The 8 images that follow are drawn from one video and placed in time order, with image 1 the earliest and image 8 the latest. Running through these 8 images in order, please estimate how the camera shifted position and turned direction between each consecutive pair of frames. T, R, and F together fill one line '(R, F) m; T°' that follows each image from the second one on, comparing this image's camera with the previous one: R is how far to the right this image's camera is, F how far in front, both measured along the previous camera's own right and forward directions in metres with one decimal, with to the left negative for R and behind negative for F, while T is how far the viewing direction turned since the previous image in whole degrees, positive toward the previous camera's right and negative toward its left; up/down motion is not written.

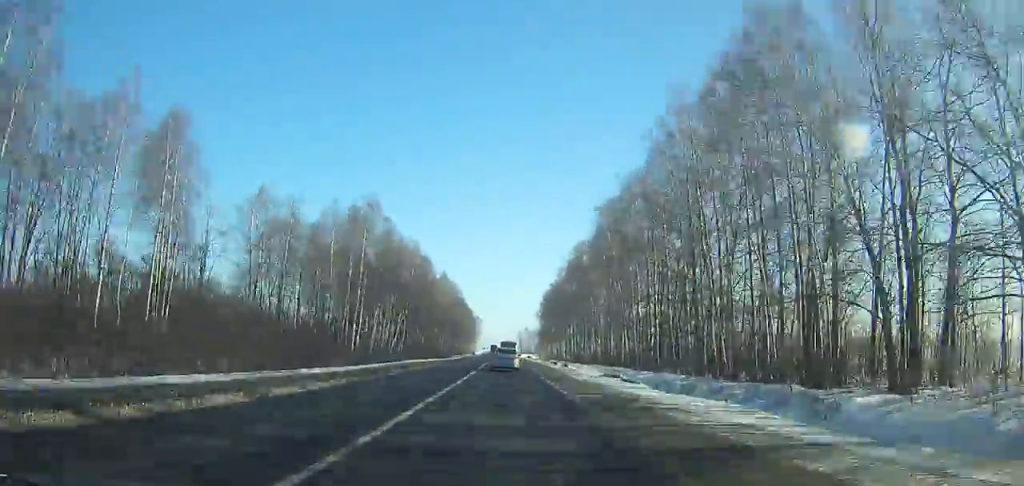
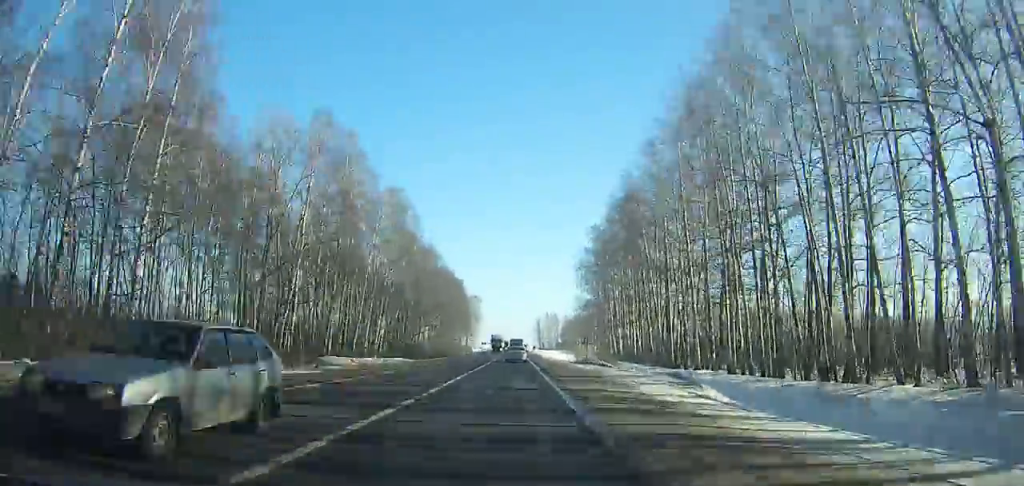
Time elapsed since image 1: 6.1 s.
(-15.6, +123.6) m; -7°
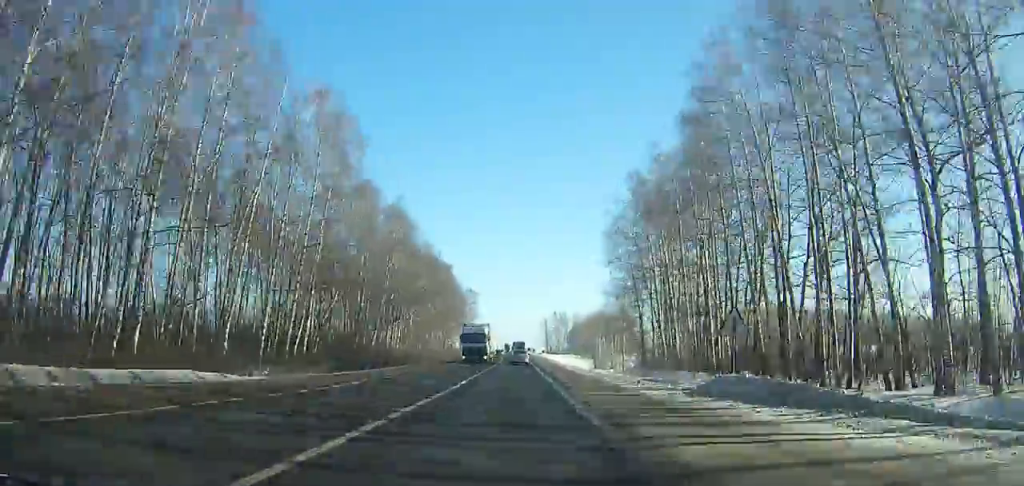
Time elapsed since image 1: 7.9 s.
(+1.1, +39.1) m; +1°
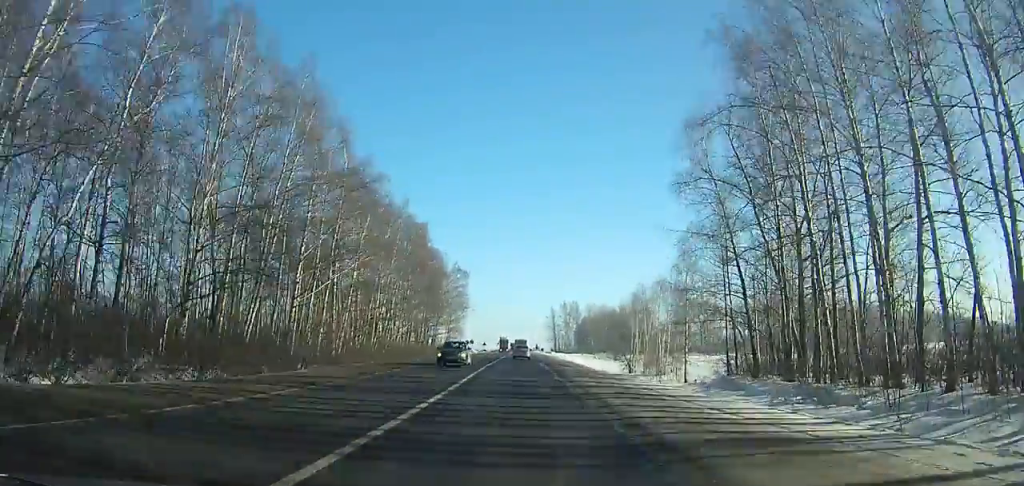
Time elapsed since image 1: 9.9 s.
(-0.1, +44.6) m; 0°
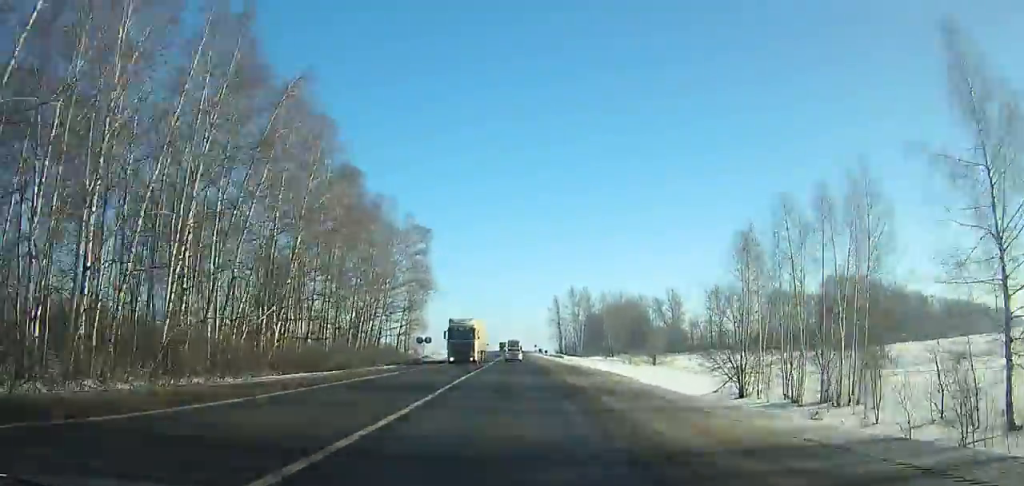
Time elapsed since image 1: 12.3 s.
(0.0, +55.7) m; 0°
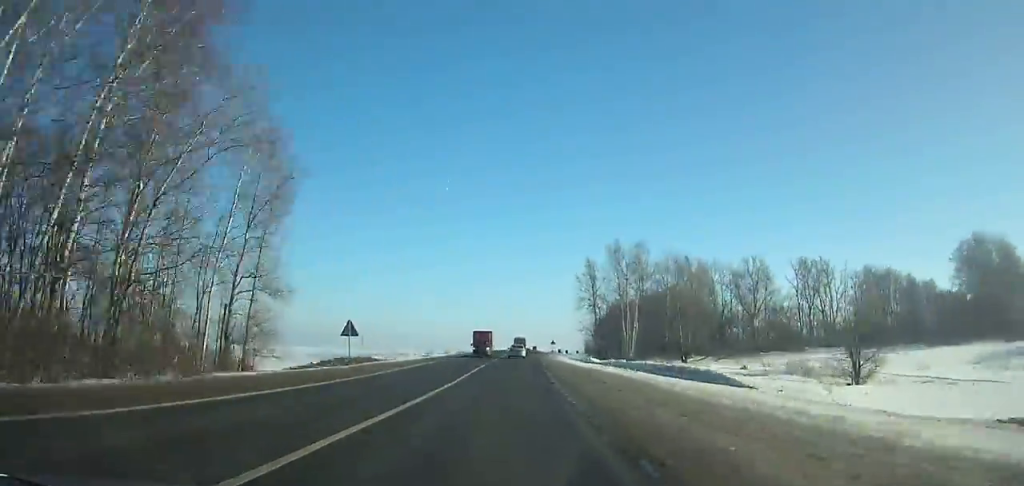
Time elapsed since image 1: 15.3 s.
(0.0, +71.9) m; 0°
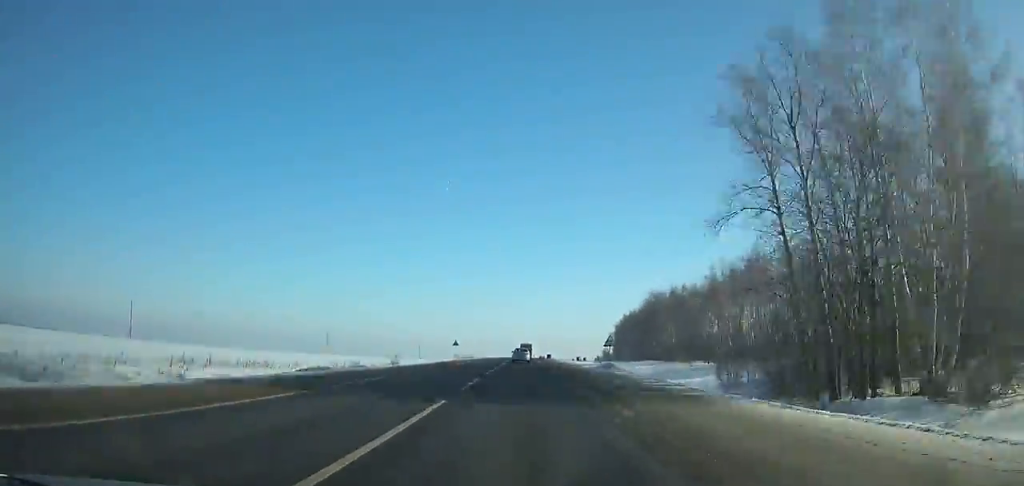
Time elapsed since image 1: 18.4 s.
(0.0, +76.7) m; 0°
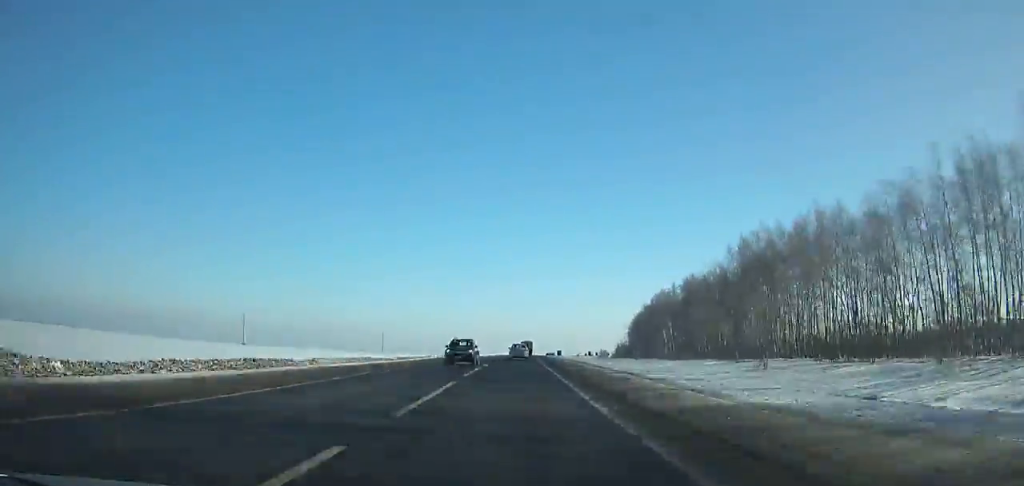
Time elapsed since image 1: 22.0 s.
(+0.5, +91.1) m; 0°
